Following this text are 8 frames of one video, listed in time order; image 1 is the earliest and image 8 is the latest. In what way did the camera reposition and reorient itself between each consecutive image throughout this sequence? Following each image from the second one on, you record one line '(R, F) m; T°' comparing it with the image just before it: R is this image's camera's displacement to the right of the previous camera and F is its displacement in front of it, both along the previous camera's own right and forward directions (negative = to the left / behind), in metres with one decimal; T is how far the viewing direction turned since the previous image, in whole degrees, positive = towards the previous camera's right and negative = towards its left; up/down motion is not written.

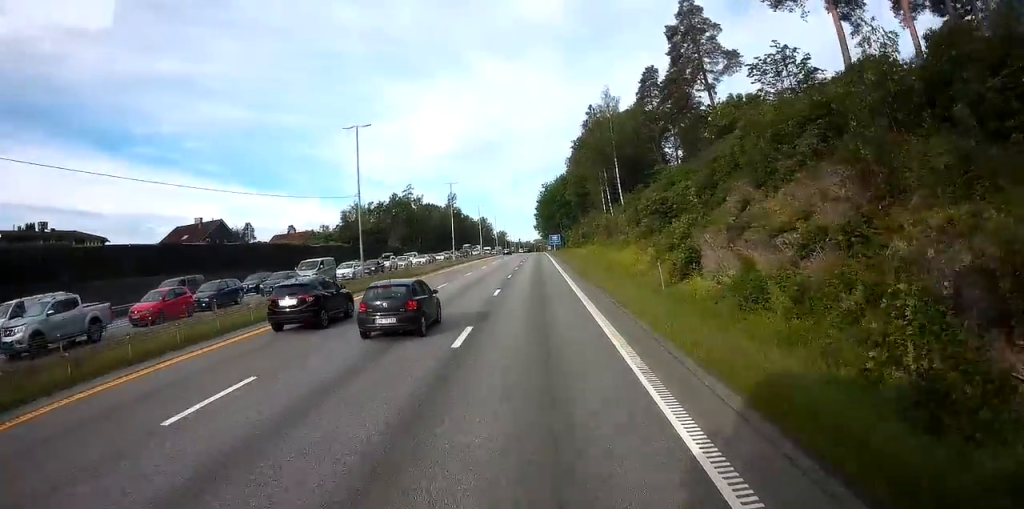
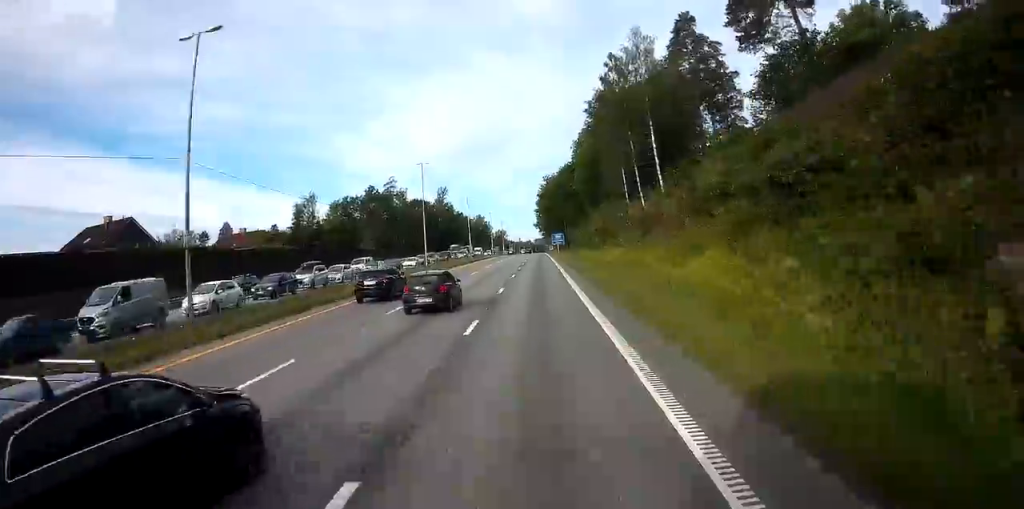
(+0.1, +21.9) m; 0°
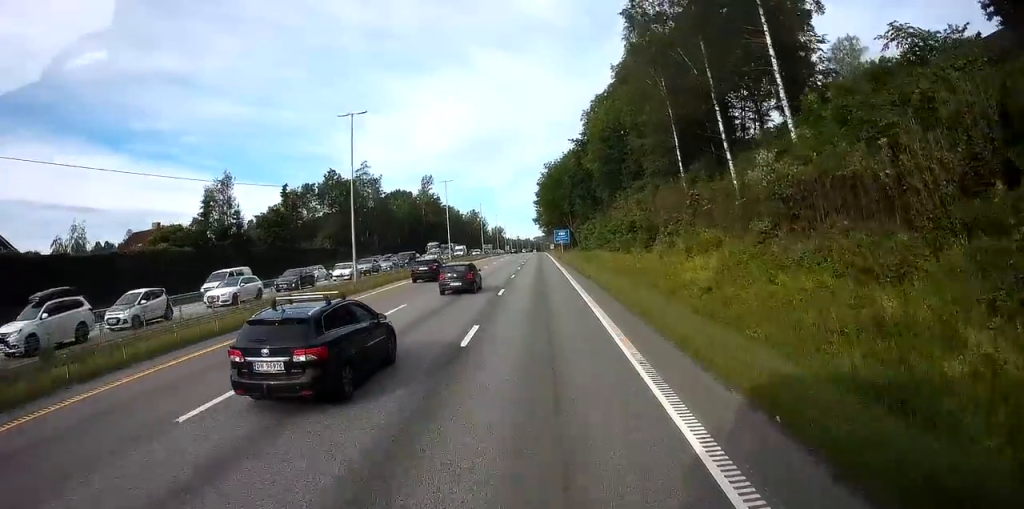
(-0.1, +25.5) m; 0°
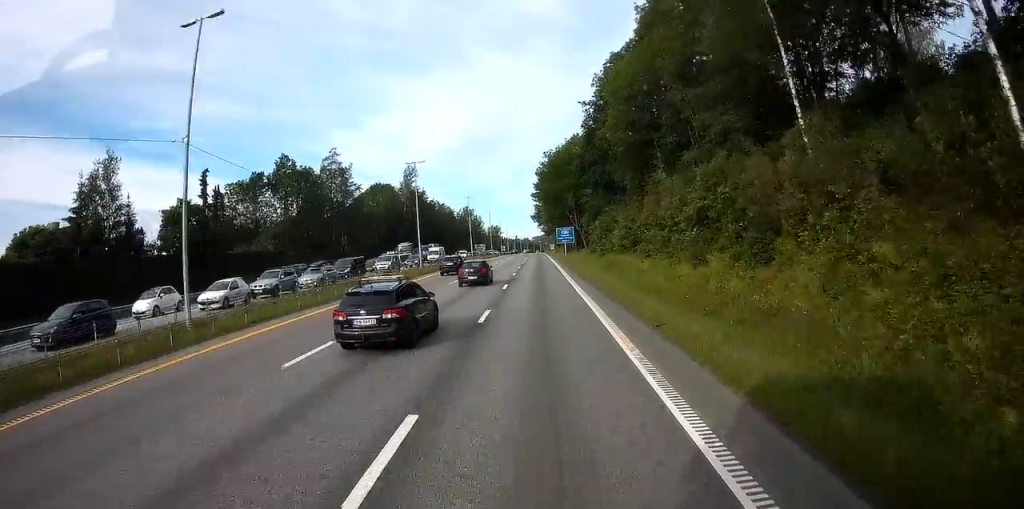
(0.0, +20.1) m; 0°
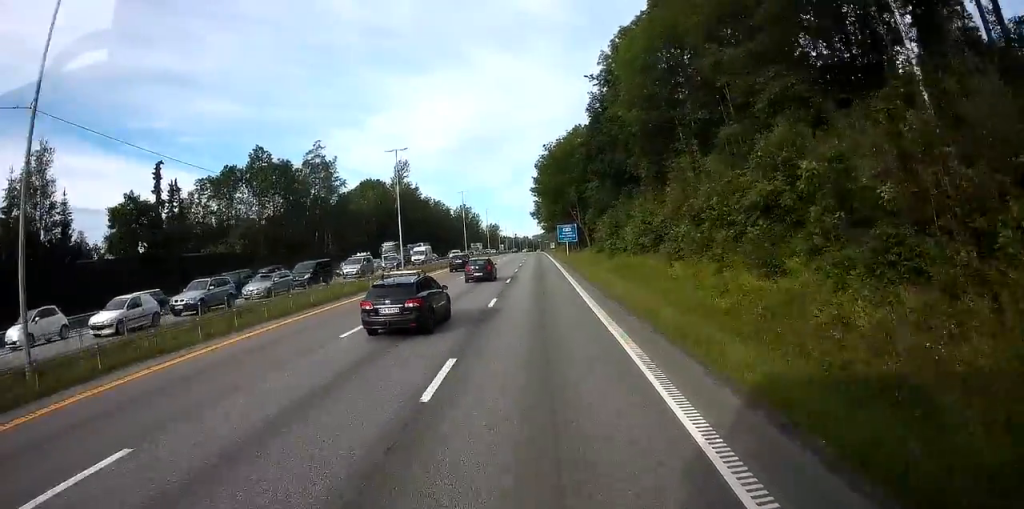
(0.0, +8.3) m; 0°
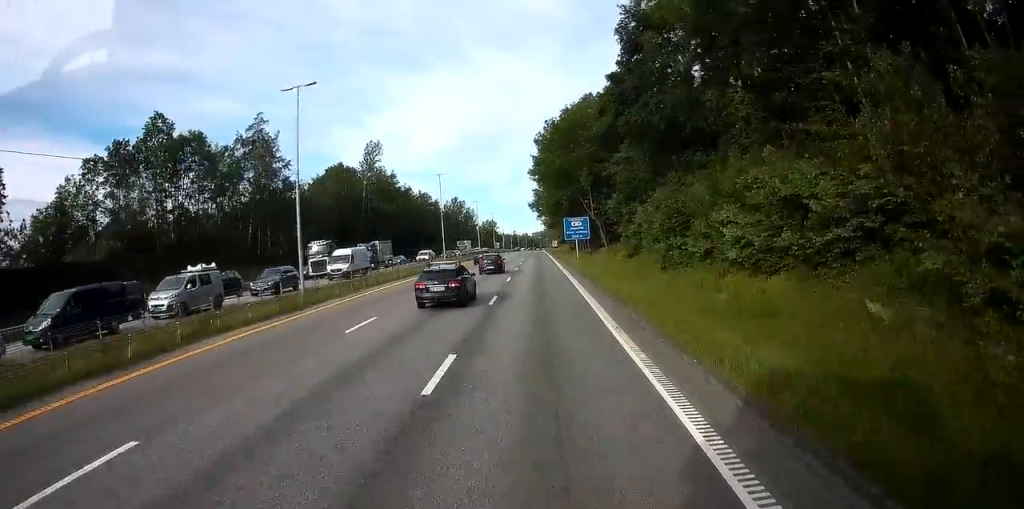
(-0.1, +23.5) m; 0°
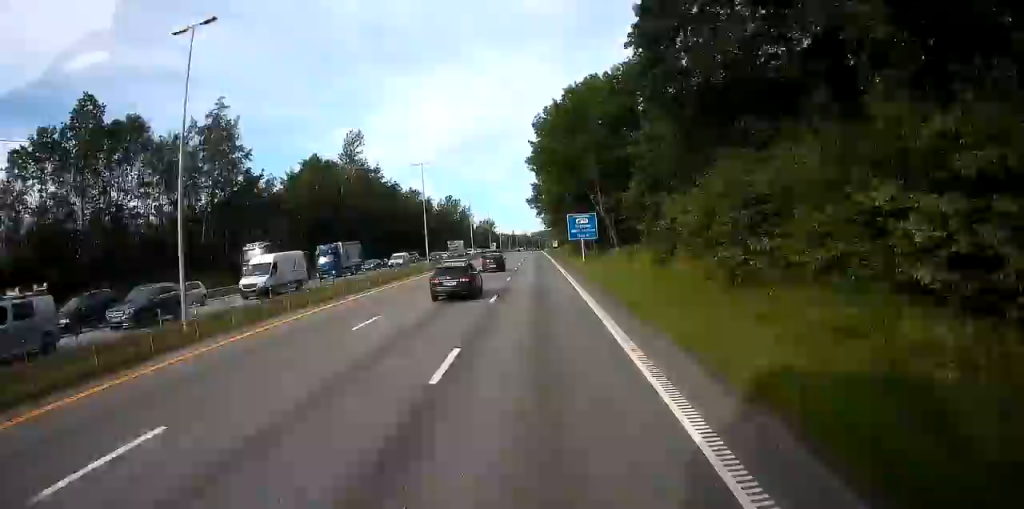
(0.0, +11.1) m; 0°
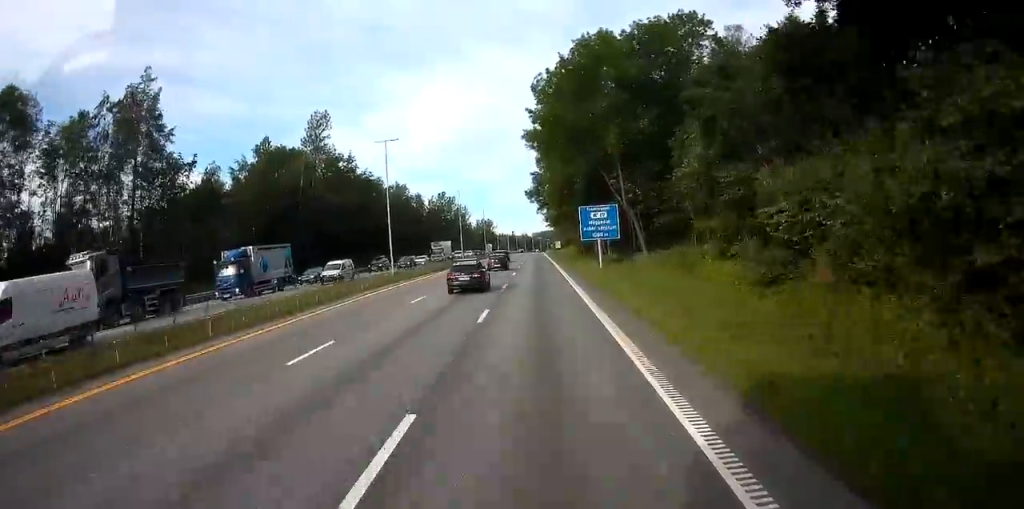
(+0.1, +16.4) m; -1°
